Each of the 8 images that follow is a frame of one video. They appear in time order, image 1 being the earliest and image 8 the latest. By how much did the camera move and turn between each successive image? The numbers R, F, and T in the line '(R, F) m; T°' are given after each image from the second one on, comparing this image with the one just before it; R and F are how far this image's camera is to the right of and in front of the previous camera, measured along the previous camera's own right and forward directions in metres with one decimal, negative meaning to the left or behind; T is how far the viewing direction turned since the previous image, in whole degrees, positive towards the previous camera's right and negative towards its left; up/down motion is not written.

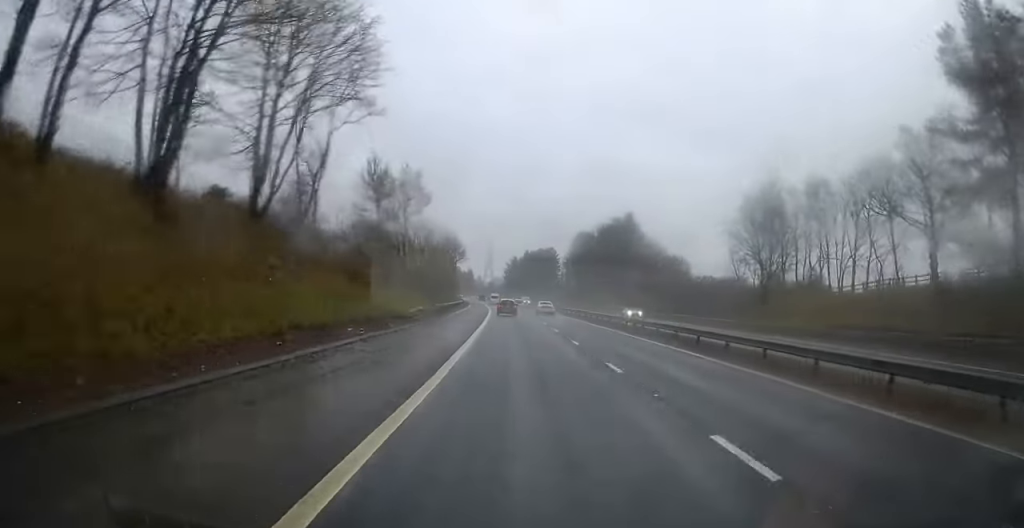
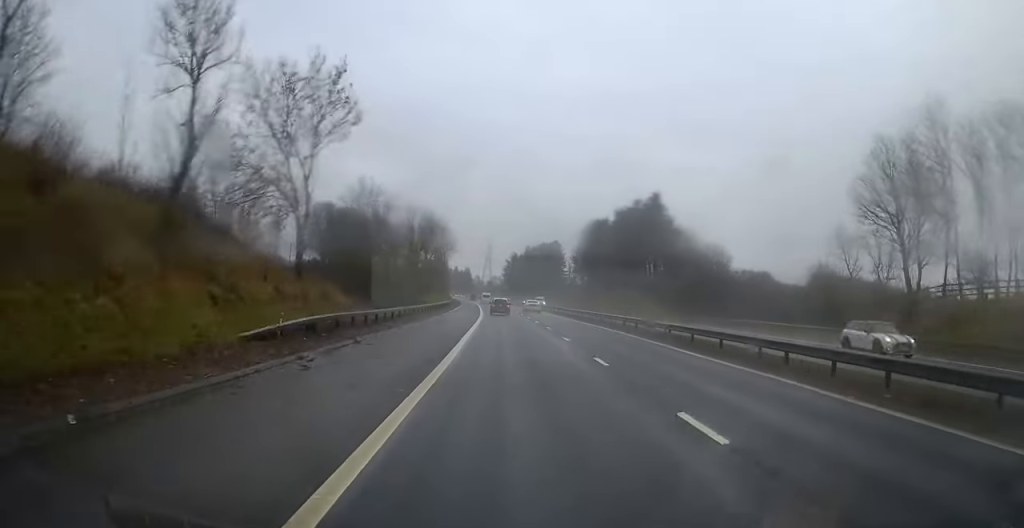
(-0.2, +24.9) m; -1°
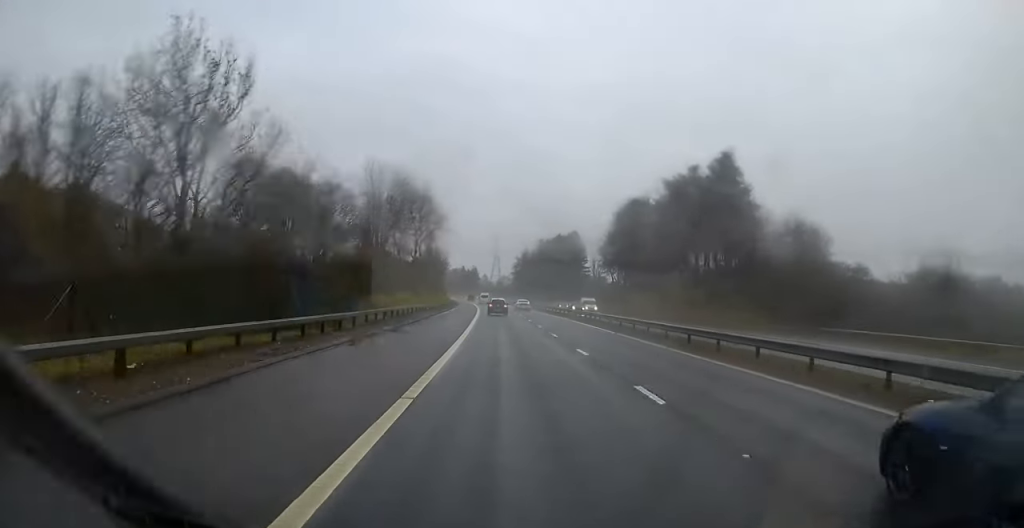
(-0.2, +32.5) m; -1°
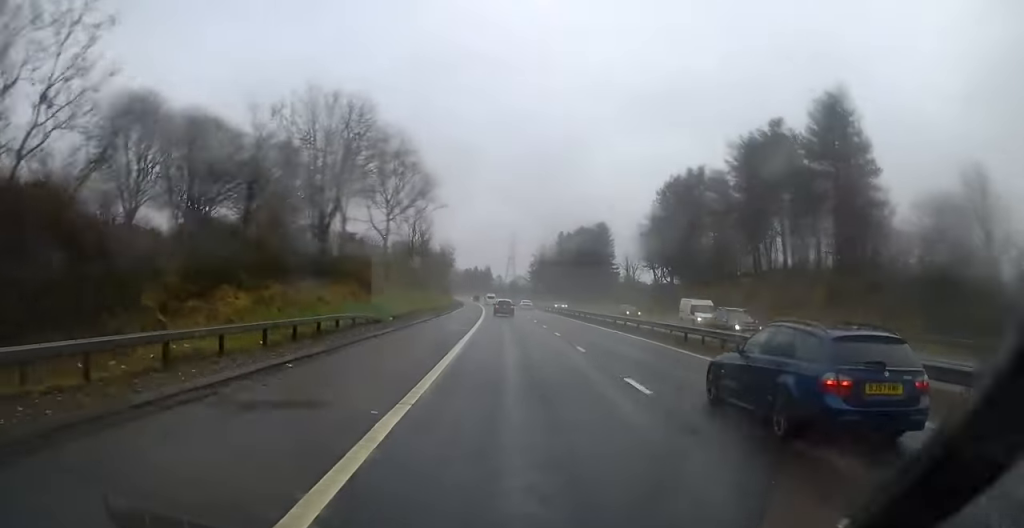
(-0.3, +25.3) m; -1°
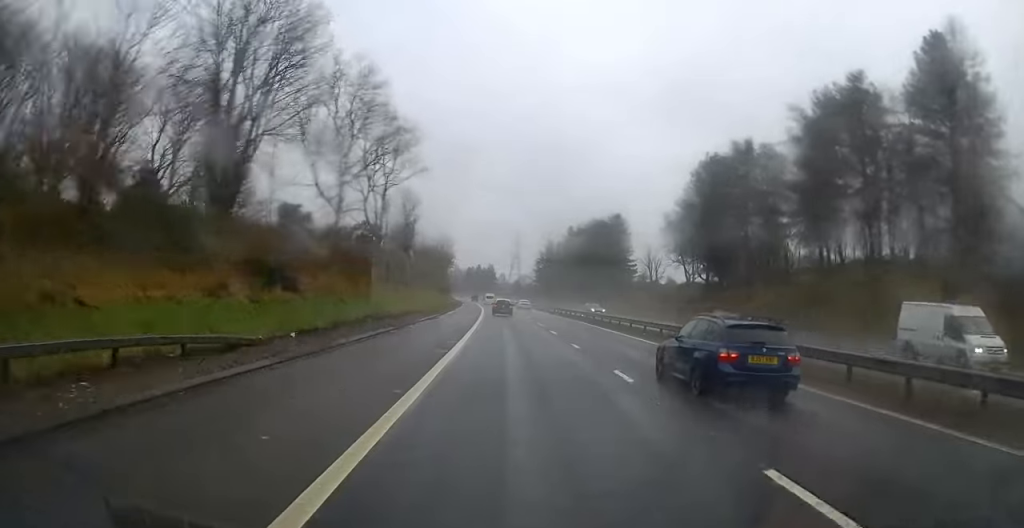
(-0.1, +16.2) m; -1°
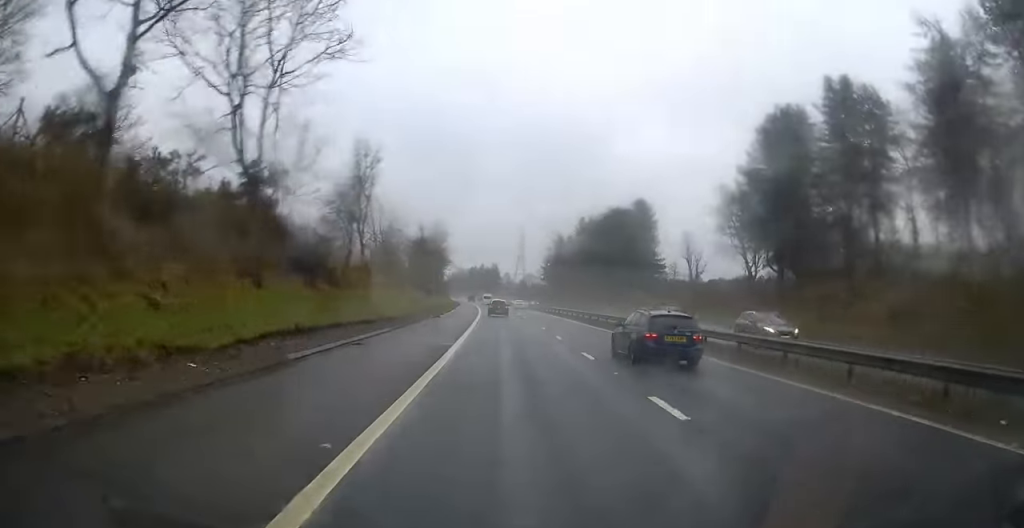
(-0.1, +21.9) m; -1°
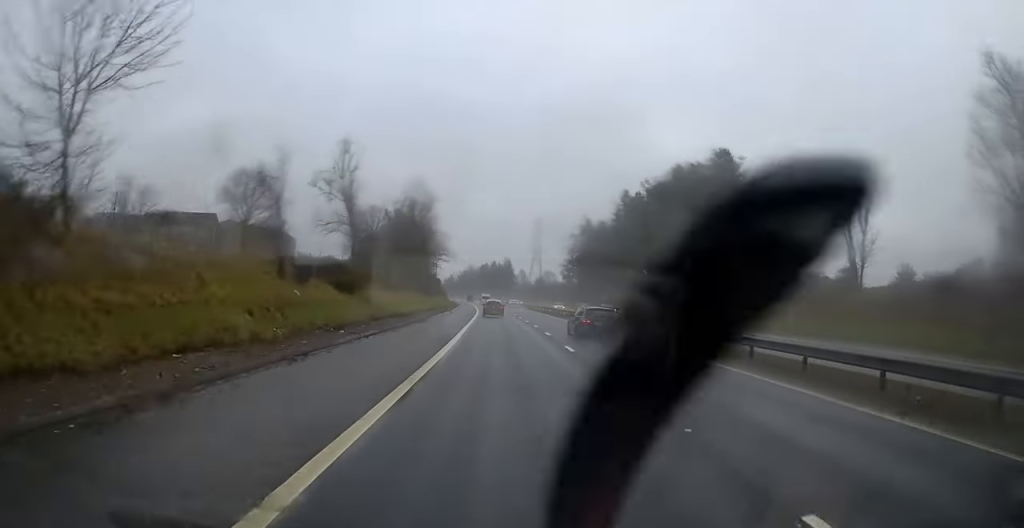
(-0.4, +41.4) m; -1°
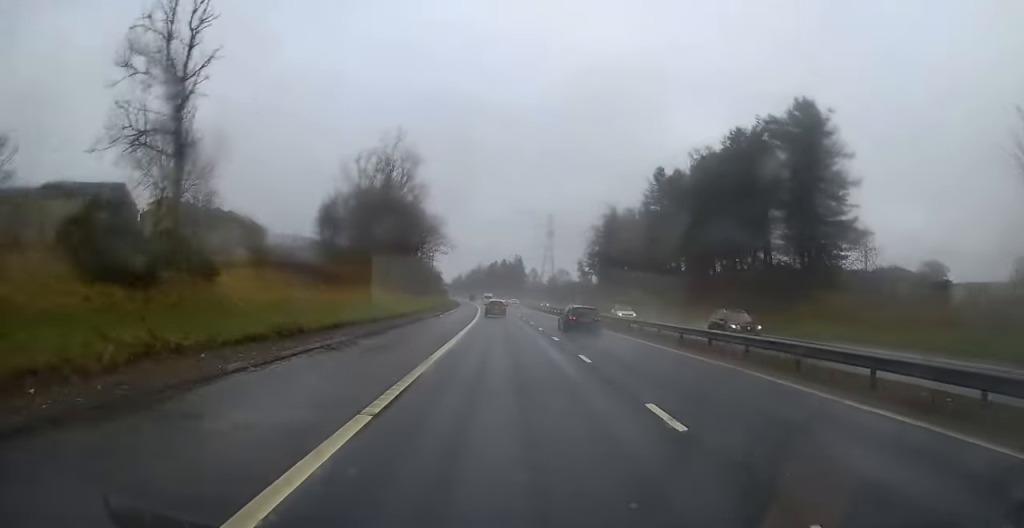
(0.0, +21.3) m; -1°
